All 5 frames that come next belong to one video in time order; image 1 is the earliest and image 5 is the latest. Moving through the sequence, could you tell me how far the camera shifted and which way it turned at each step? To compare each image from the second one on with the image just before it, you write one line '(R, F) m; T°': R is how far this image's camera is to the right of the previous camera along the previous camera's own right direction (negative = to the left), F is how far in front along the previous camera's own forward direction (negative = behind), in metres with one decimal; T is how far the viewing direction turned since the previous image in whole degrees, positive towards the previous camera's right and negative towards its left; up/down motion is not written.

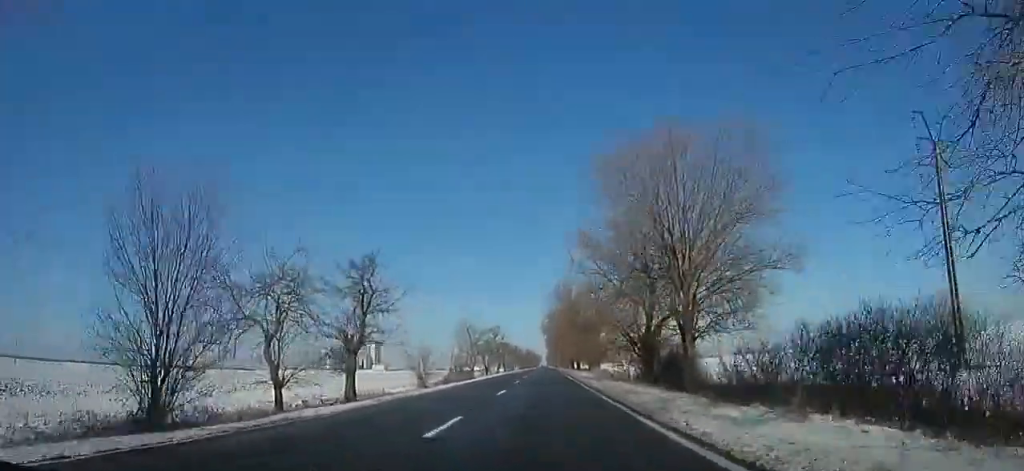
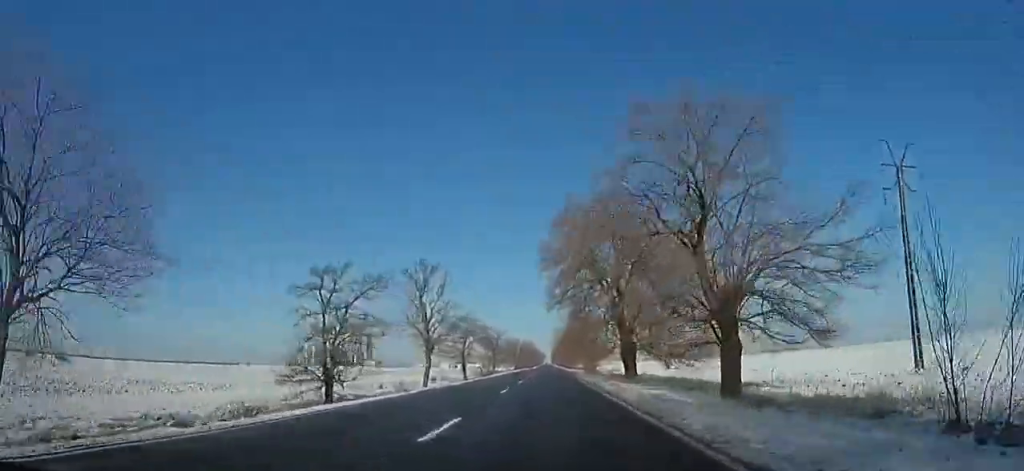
(+0.6, +71.3) m; 0°
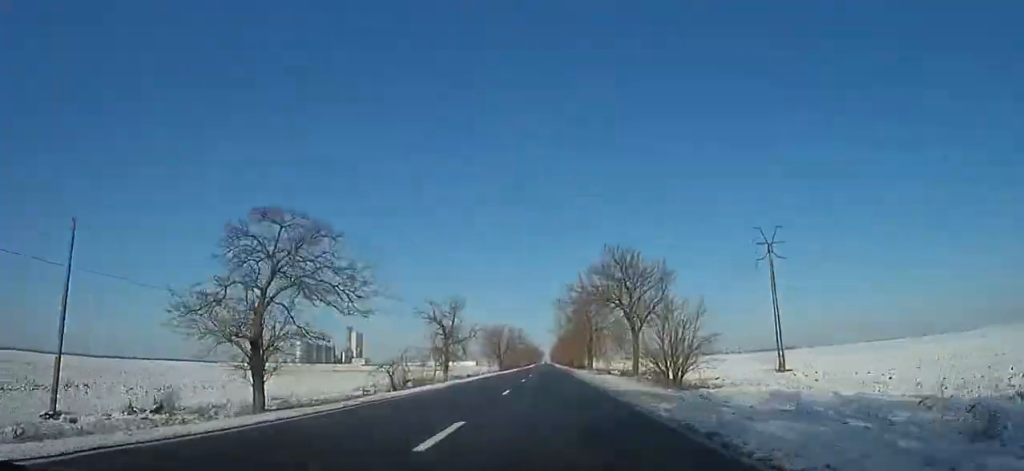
(-0.7, +48.4) m; -1°
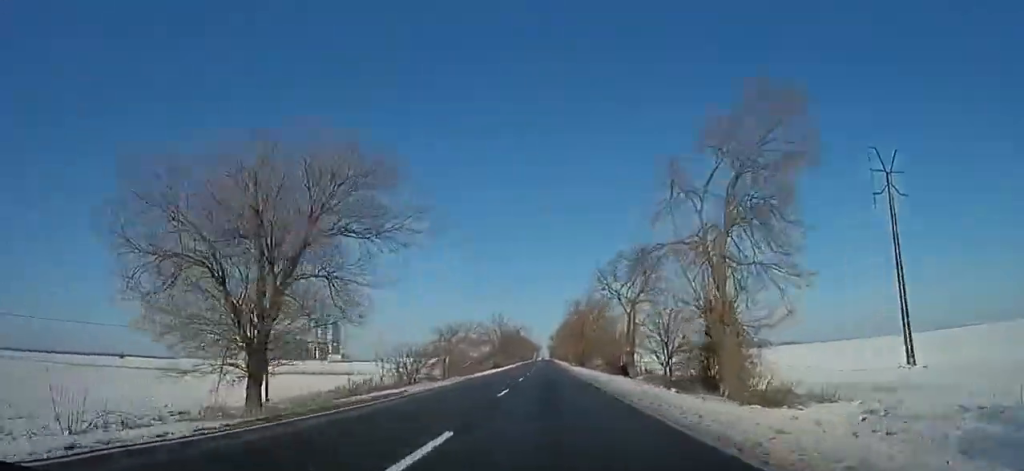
(+1.3, +96.2) m; +1°
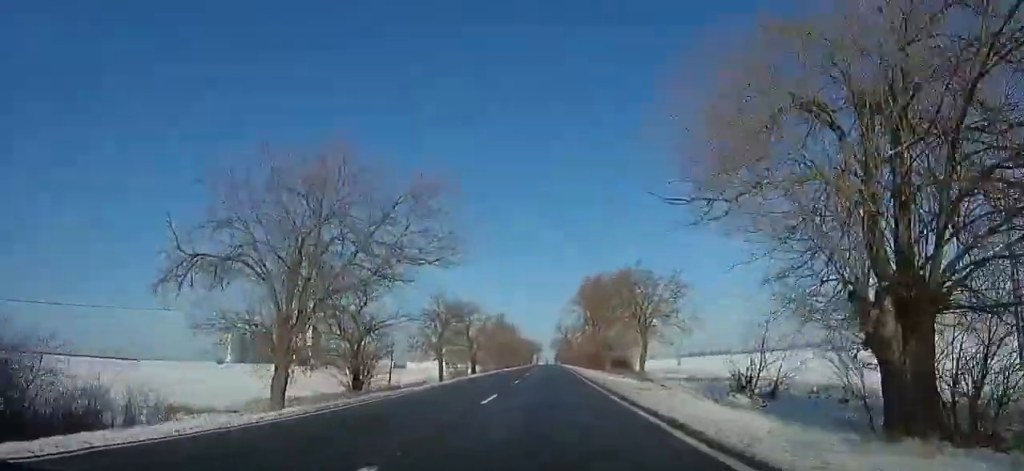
(-1.5, +85.5) m; 0°
